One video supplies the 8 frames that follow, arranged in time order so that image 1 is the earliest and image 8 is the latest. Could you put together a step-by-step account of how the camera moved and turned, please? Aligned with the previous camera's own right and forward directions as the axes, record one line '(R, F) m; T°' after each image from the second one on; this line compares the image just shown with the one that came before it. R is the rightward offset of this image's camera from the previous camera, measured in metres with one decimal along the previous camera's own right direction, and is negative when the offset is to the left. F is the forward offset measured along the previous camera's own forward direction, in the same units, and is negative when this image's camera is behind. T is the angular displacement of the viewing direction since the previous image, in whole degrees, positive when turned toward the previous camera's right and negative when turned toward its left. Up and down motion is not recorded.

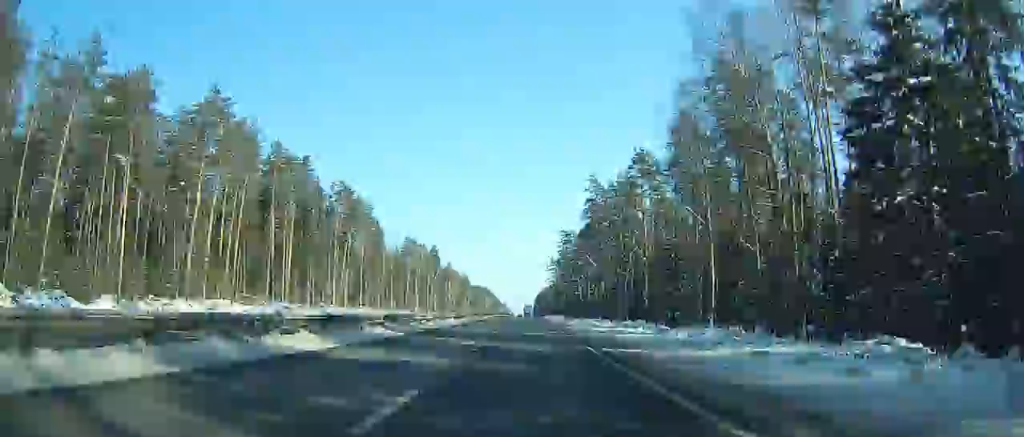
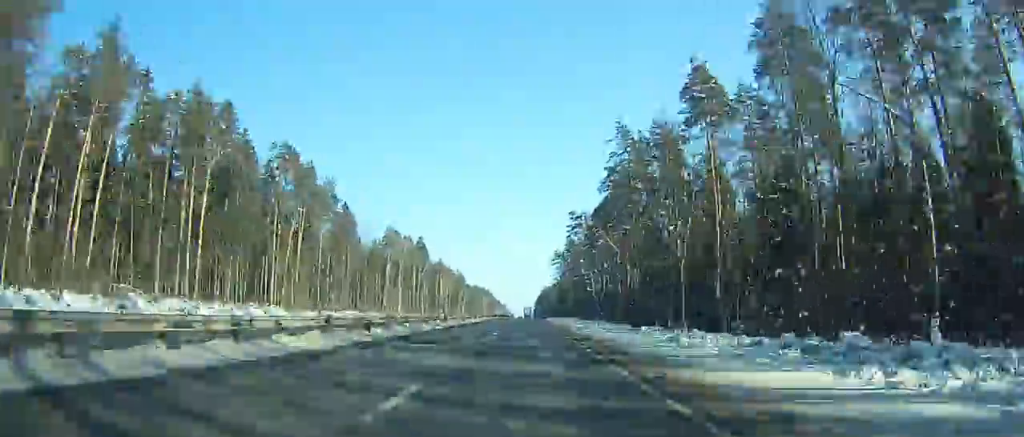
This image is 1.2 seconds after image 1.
(+0.1, +35.3) m; 0°
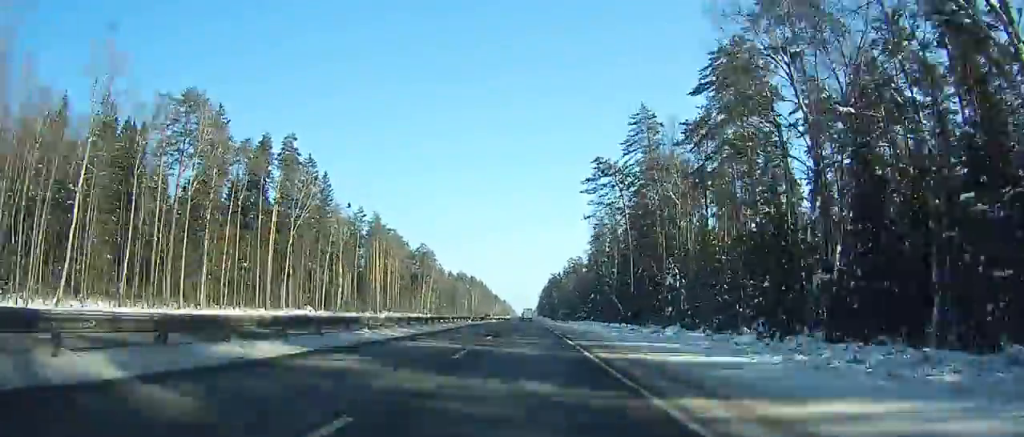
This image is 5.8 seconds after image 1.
(-0.4, +134.8) m; 0°
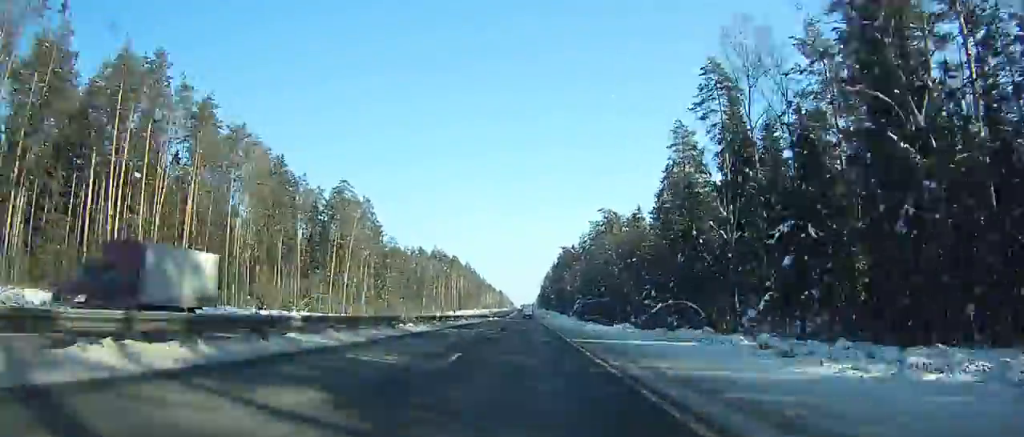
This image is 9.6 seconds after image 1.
(+0.1, +111.2) m; 0°
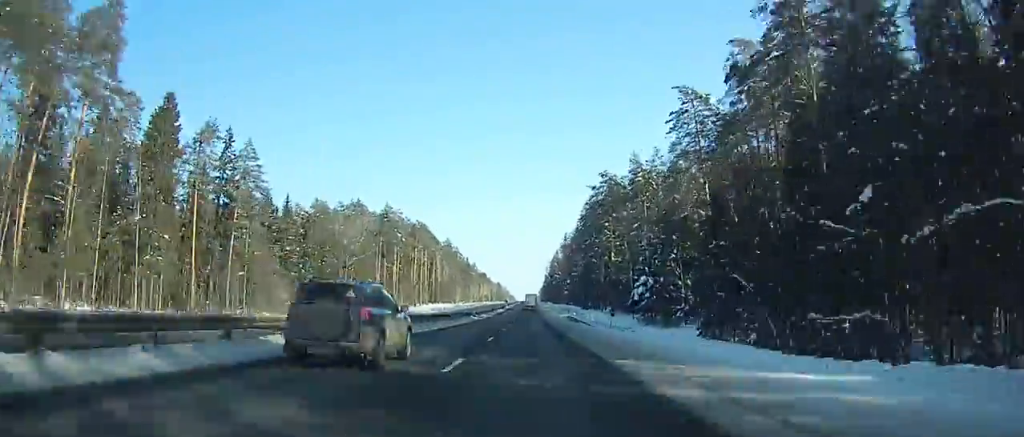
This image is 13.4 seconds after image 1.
(0.0, +111.2) m; 0°
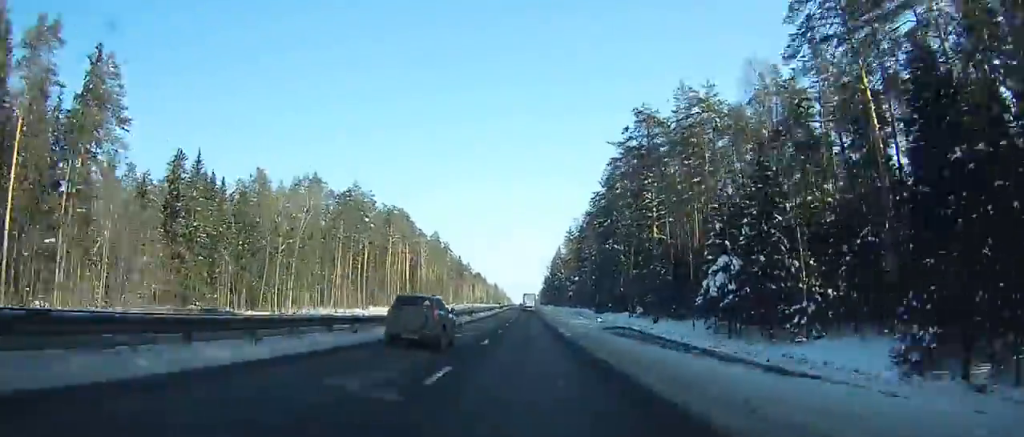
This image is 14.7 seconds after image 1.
(+0.1, +38.0) m; -1°
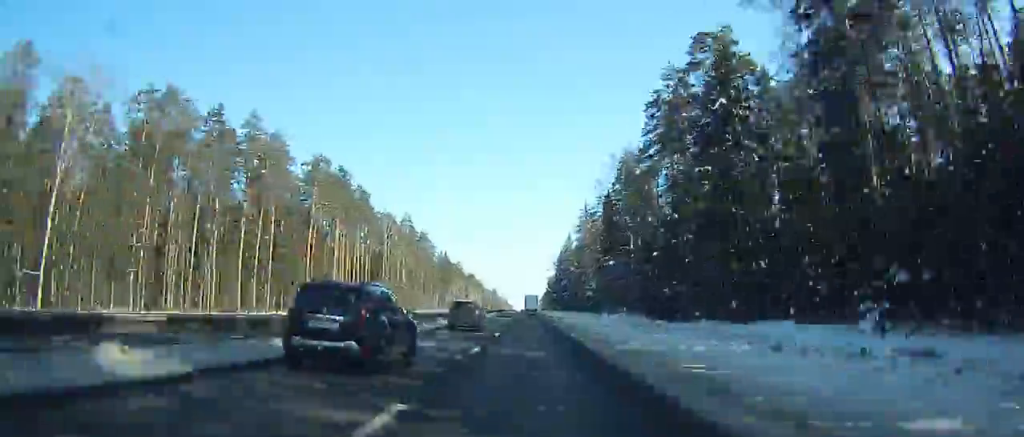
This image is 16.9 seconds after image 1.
(+0.4, +64.0) m; -1°
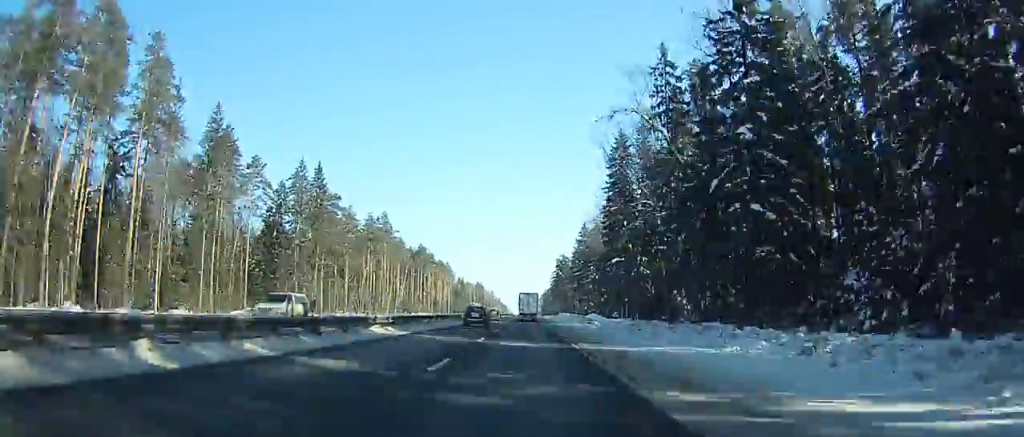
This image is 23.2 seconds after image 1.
(+7.8, +175.9) m; +4°
